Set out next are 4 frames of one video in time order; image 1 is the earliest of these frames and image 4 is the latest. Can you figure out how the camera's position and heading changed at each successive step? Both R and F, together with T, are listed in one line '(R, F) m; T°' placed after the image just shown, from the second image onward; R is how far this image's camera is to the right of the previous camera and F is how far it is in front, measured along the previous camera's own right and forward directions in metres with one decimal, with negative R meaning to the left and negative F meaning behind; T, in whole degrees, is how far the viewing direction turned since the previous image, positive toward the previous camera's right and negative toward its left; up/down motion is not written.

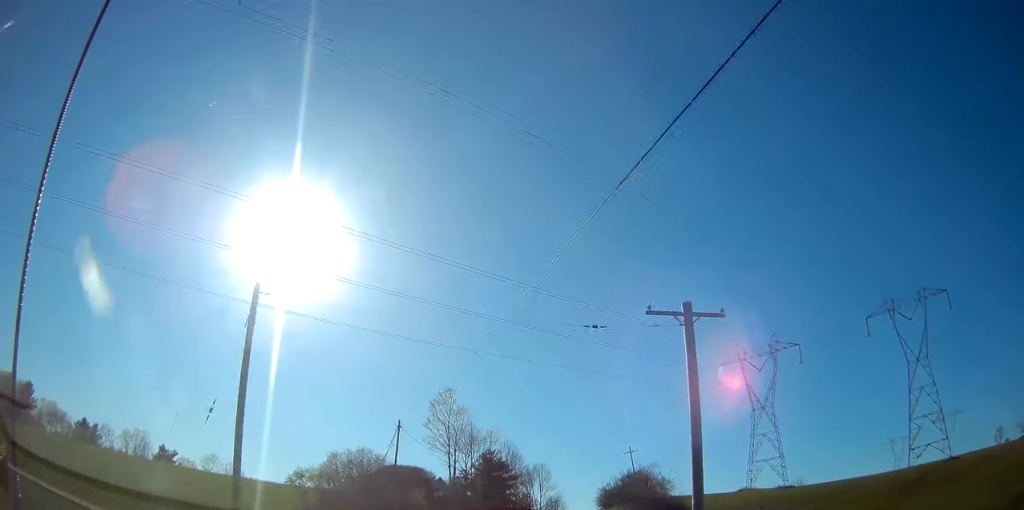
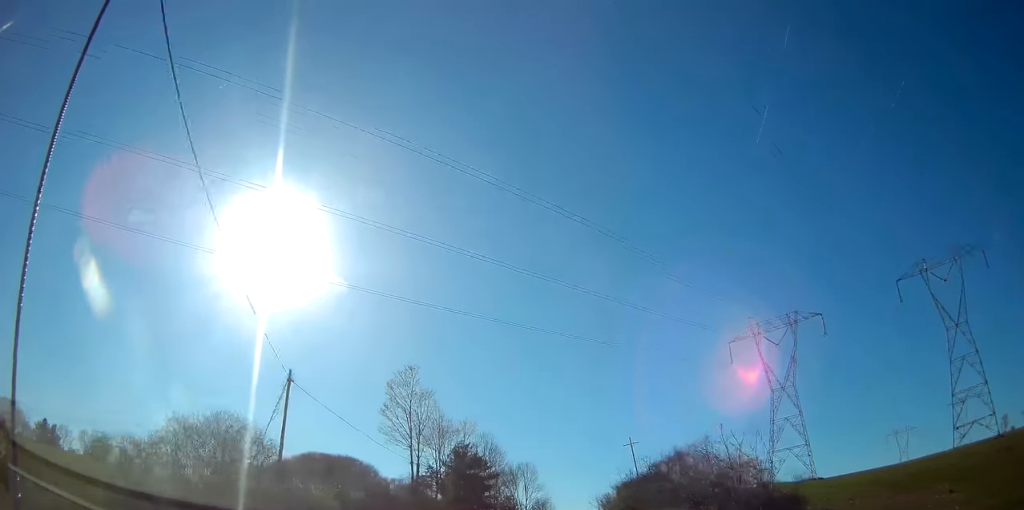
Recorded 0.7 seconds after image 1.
(+0.2, +15.6) m; +2°
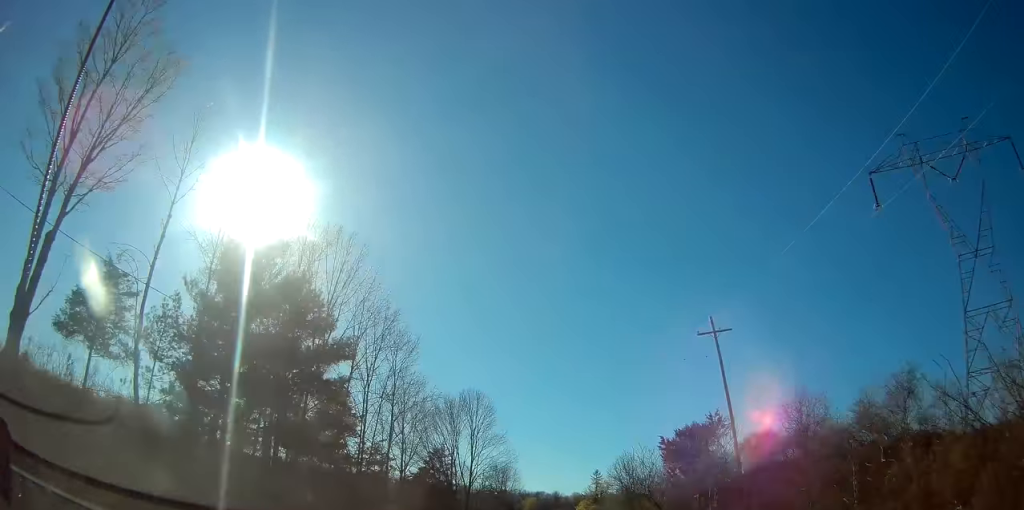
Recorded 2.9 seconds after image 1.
(+1.5, +50.9) m; +3°
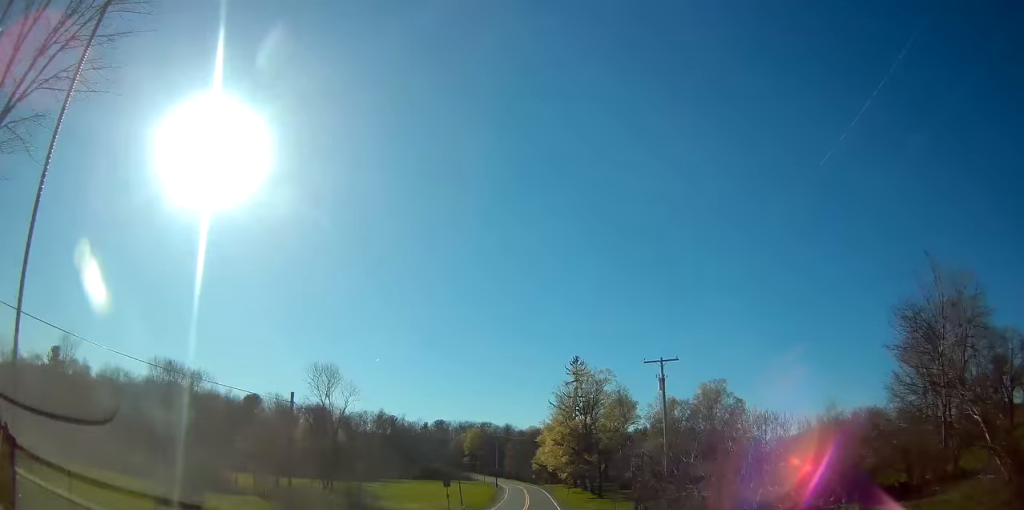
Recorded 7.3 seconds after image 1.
(+7.4, +104.1) m; +6°
